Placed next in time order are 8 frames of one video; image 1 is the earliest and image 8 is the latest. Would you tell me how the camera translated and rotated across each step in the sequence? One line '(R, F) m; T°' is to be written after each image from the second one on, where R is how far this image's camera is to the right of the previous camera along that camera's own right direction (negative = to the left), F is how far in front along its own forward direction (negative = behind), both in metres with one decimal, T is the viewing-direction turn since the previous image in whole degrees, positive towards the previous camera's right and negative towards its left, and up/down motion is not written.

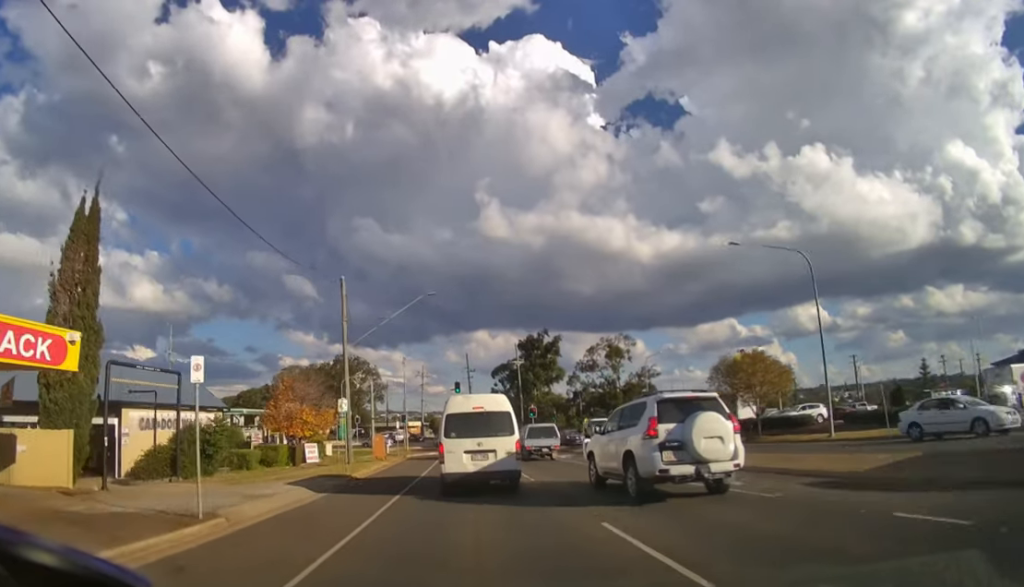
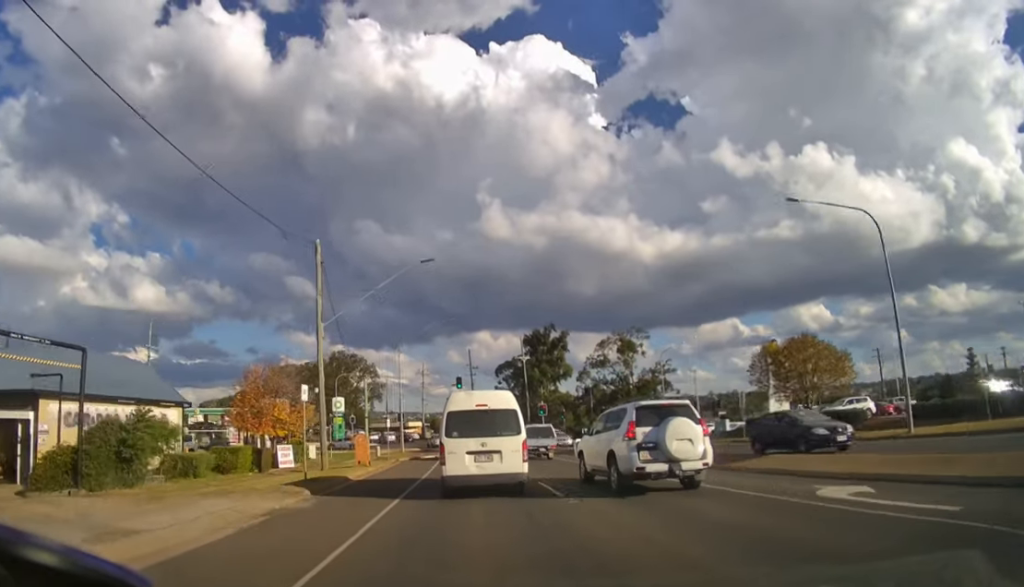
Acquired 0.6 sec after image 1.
(0.0, +5.2) m; 0°
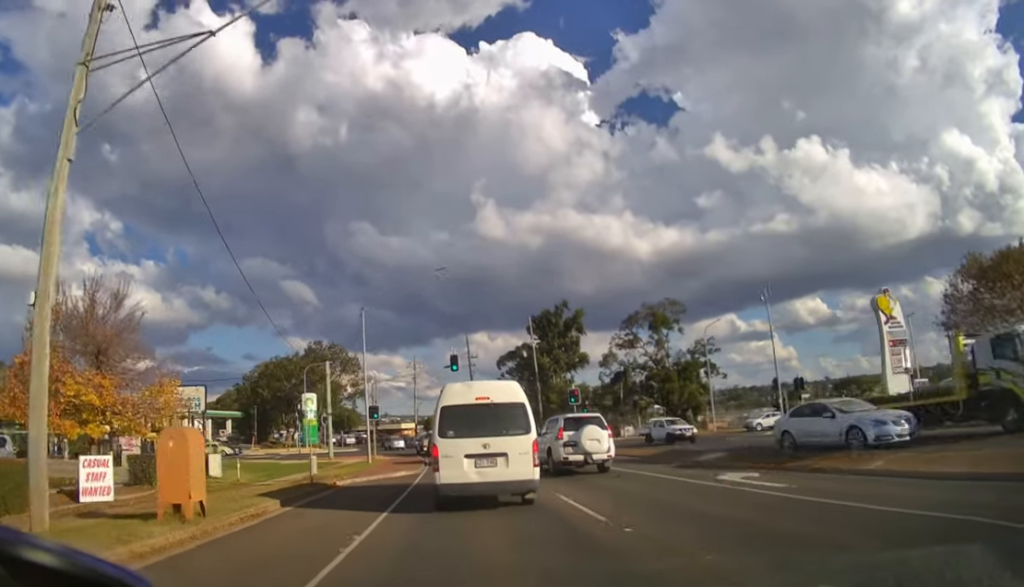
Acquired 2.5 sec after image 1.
(-0.1, +15.8) m; -1°
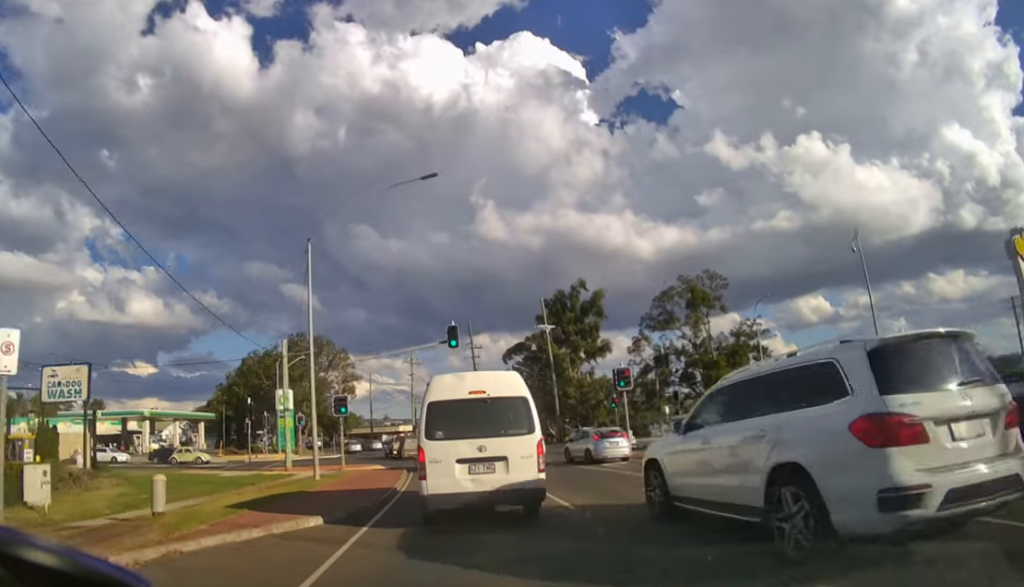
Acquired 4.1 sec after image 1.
(0.0, +12.0) m; 0°
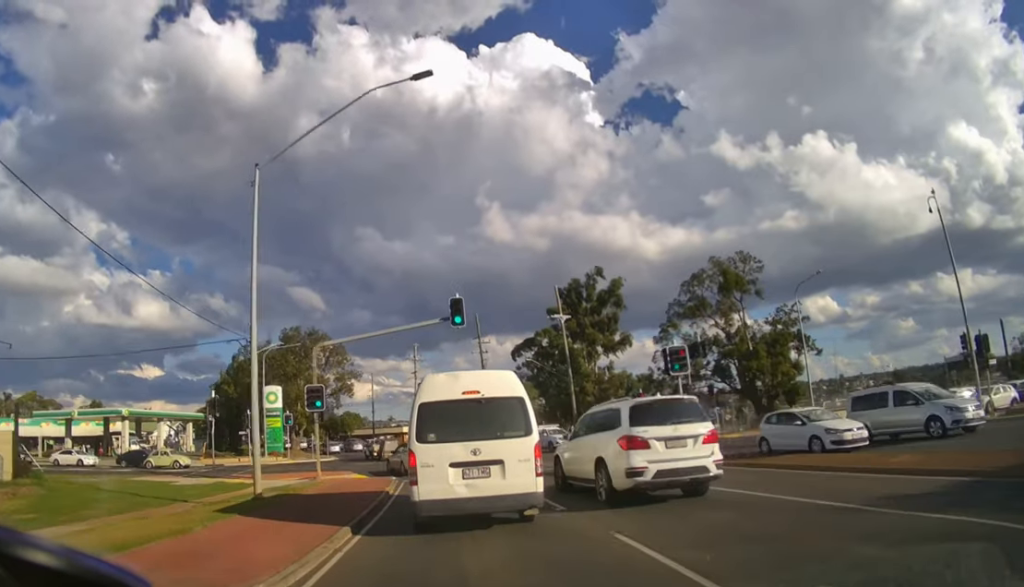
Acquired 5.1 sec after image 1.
(-0.1, +6.8) m; -1°
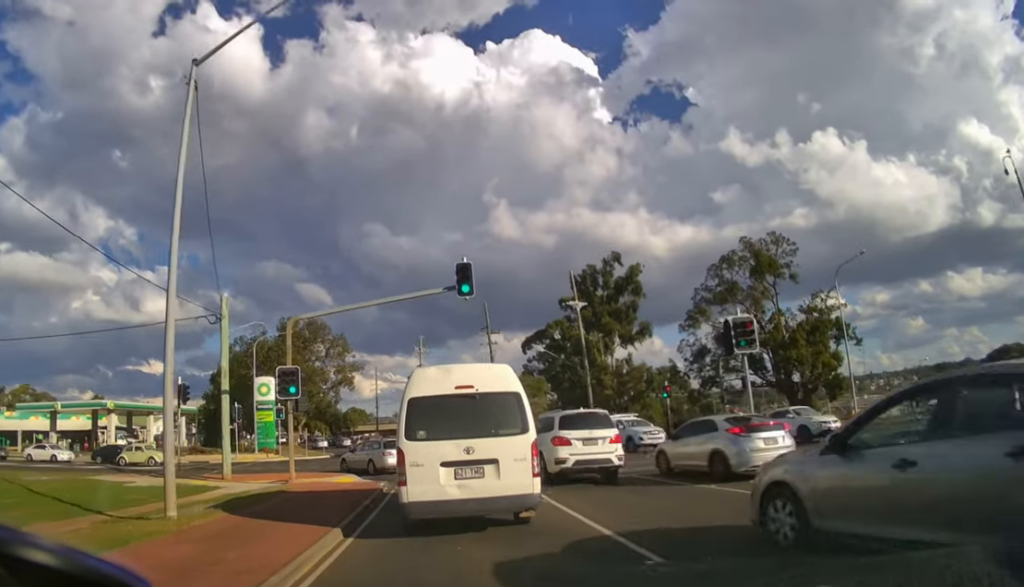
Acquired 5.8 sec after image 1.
(0.0, +4.7) m; -1°
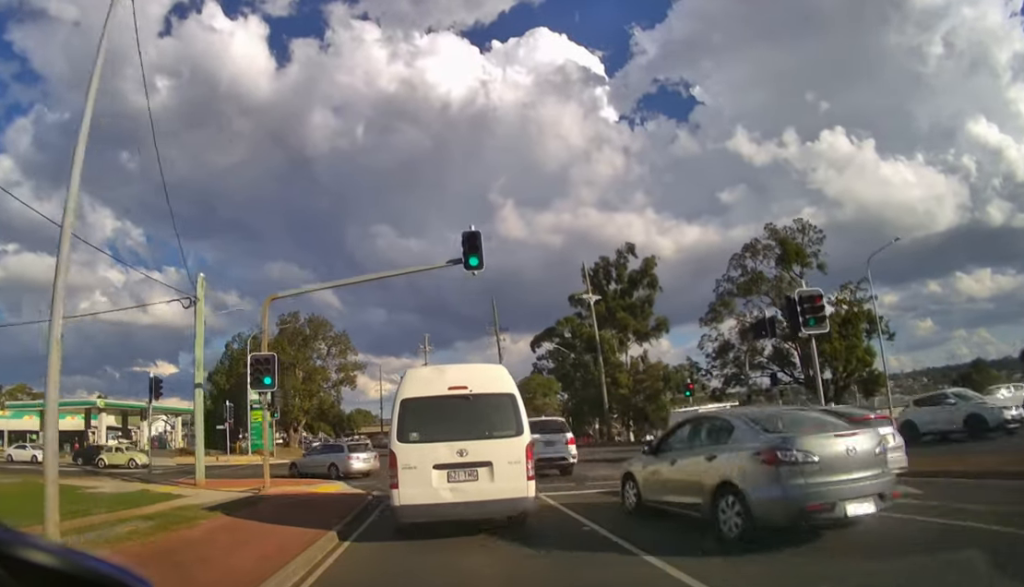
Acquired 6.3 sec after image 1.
(0.0, +2.8) m; 0°
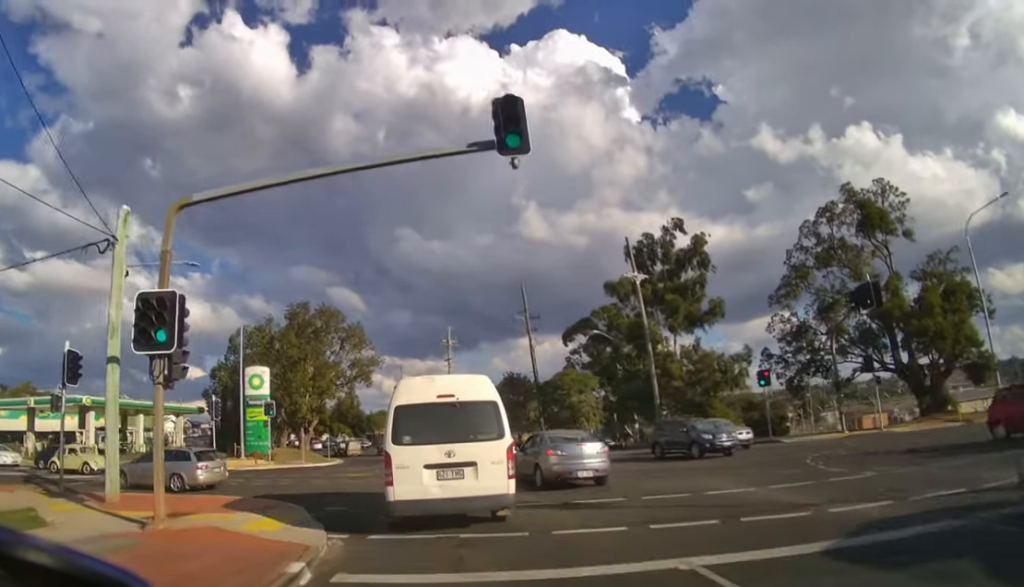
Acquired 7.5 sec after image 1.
(-0.1, +6.0) m; -2°
